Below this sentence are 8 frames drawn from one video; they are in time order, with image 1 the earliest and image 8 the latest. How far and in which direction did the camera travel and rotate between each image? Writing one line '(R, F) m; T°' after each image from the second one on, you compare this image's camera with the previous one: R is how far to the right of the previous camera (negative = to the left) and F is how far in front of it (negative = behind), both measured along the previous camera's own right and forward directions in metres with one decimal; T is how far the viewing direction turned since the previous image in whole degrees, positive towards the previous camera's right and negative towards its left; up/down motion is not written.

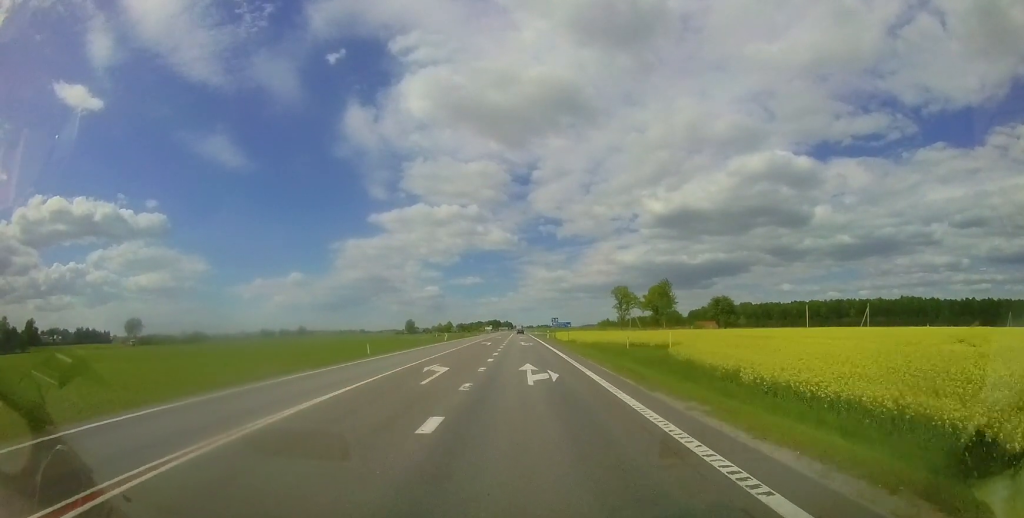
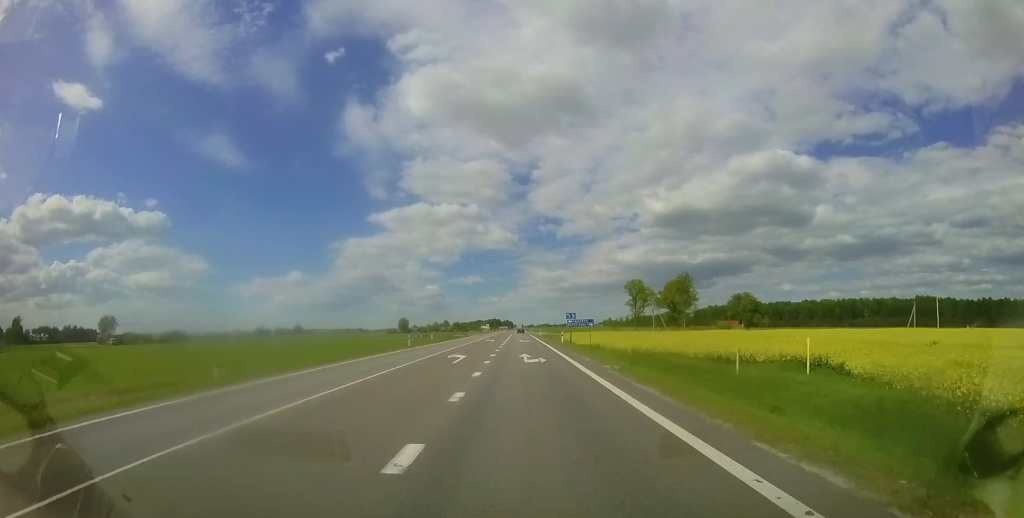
(0.0, +18.2) m; 0°
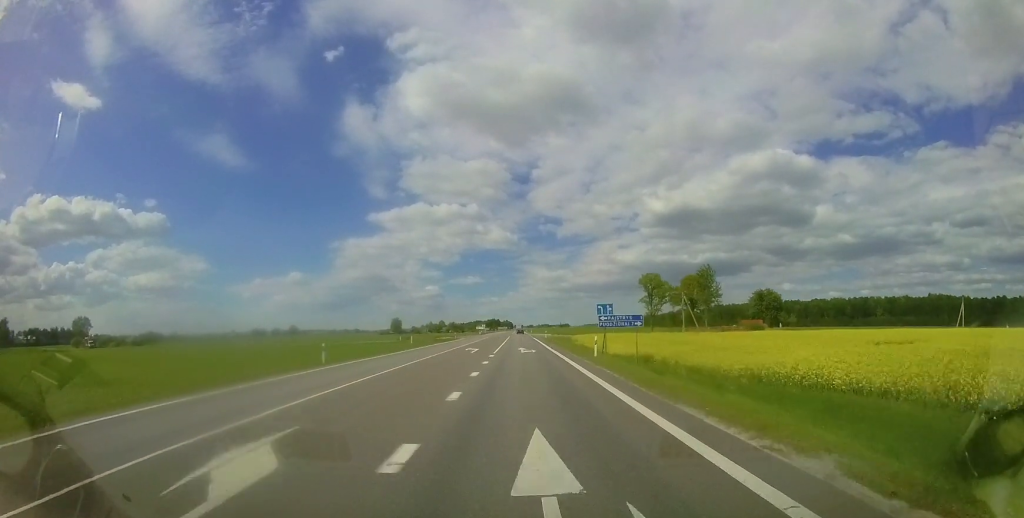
(0.0, +16.2) m; 0°
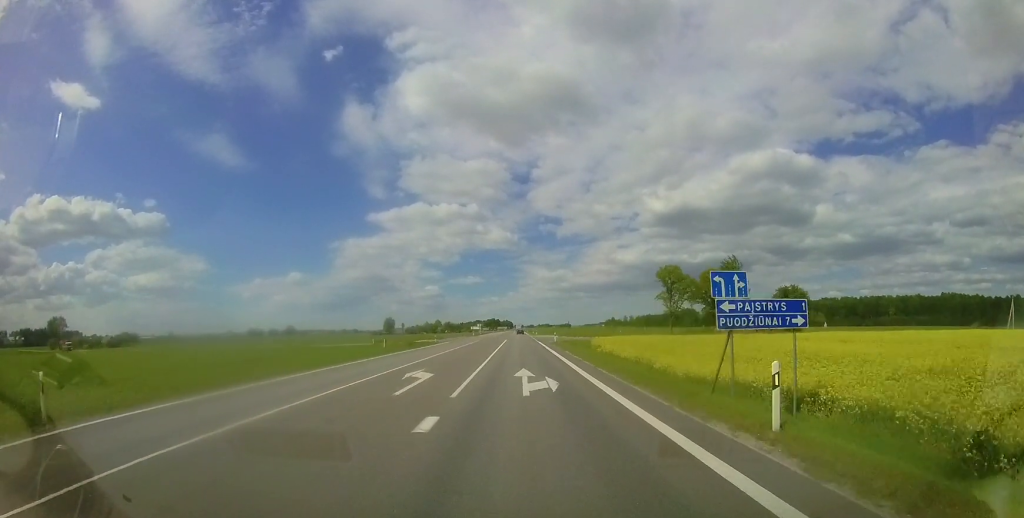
(0.0, +14.2) m; 0°
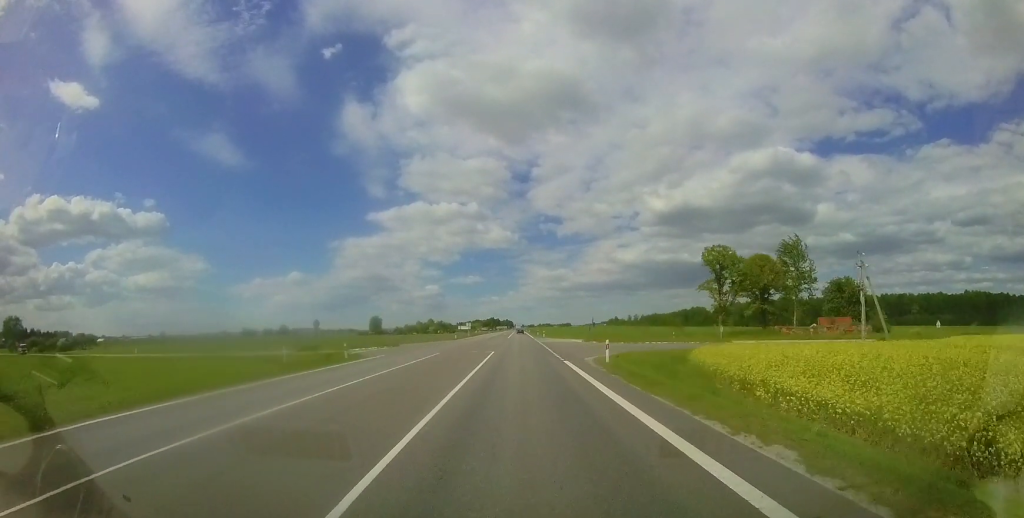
(0.0, +25.4) m; 0°
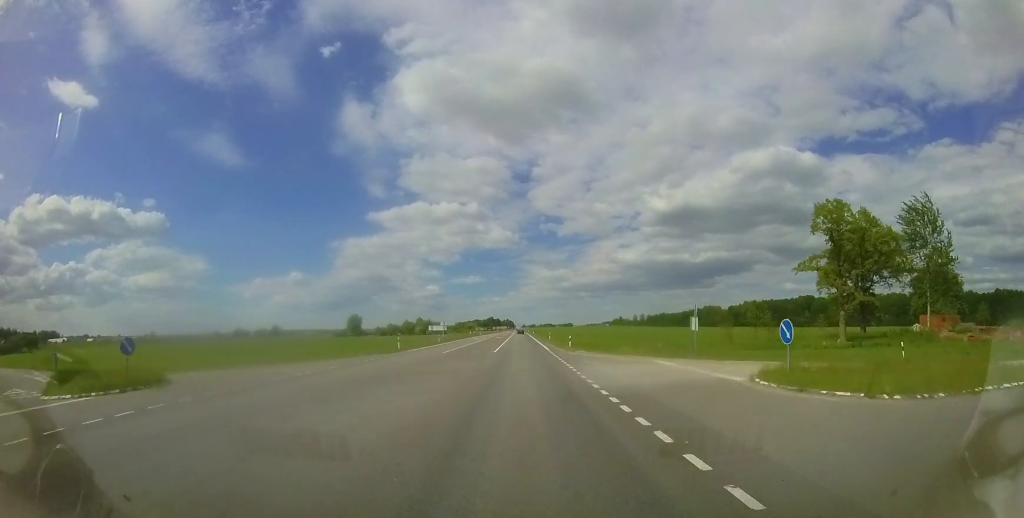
(-0.1, +30.3) m; -1°
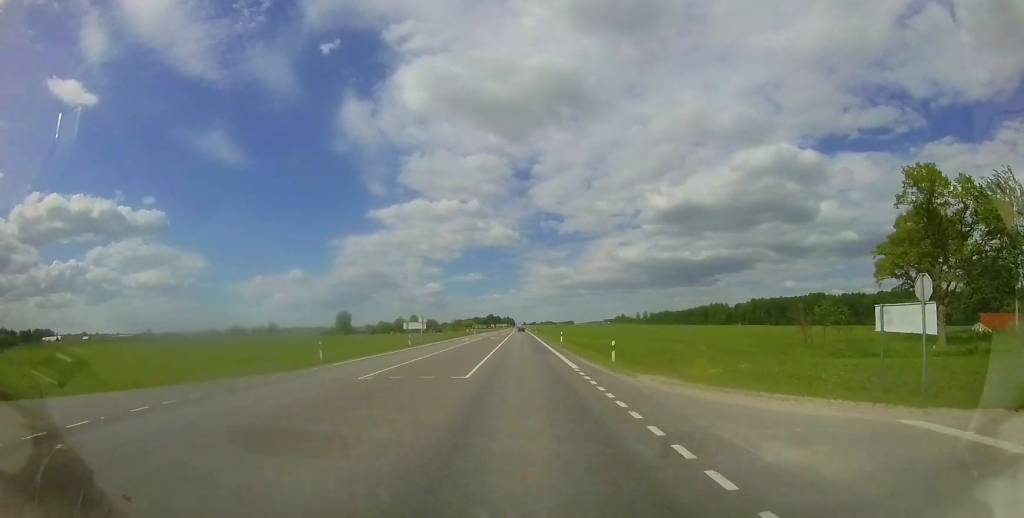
(-0.1, +14.2) m; 0°
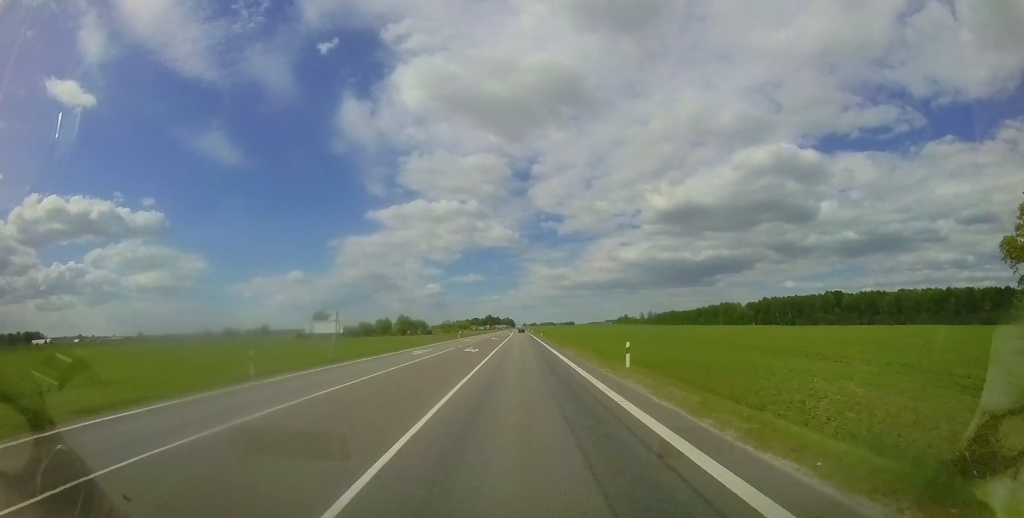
(0.0, +22.2) m; 0°
